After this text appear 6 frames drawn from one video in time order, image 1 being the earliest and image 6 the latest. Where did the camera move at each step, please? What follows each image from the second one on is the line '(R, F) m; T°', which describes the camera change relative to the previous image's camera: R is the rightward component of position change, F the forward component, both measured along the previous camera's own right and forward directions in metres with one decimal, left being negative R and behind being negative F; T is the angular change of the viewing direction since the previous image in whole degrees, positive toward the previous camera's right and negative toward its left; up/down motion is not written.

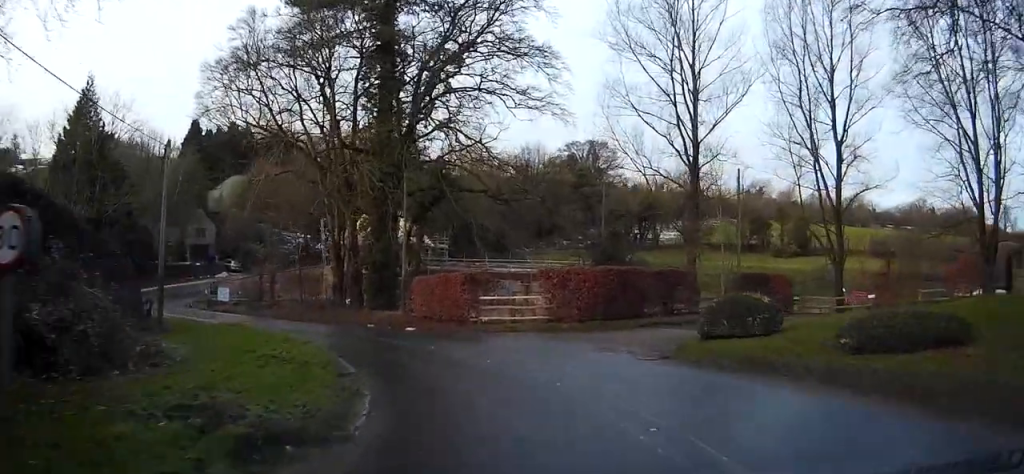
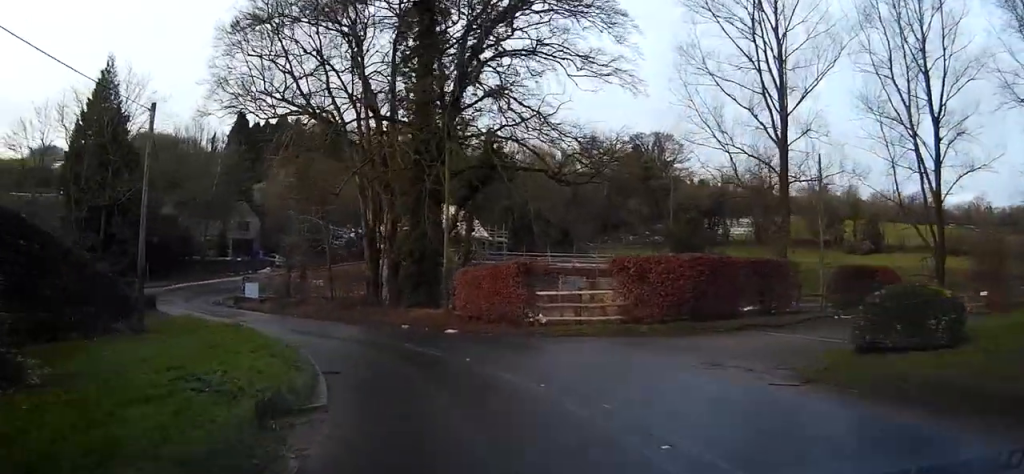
(-0.4, +5.6) m; -7°
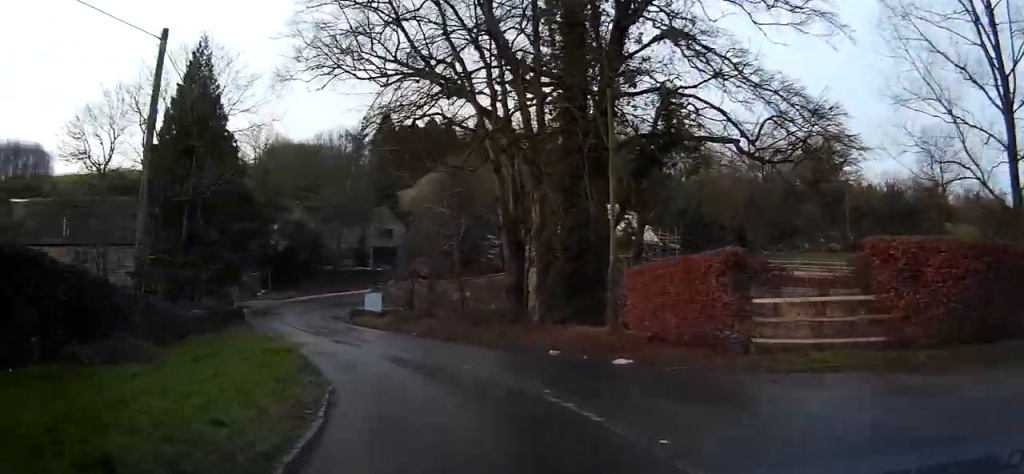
(-0.7, +8.2) m; -10°
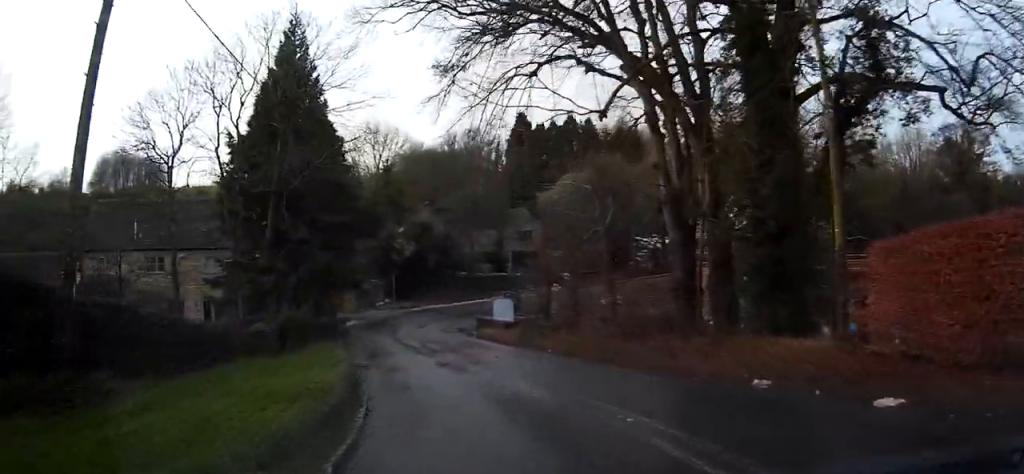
(-0.5, +6.7) m; -8°
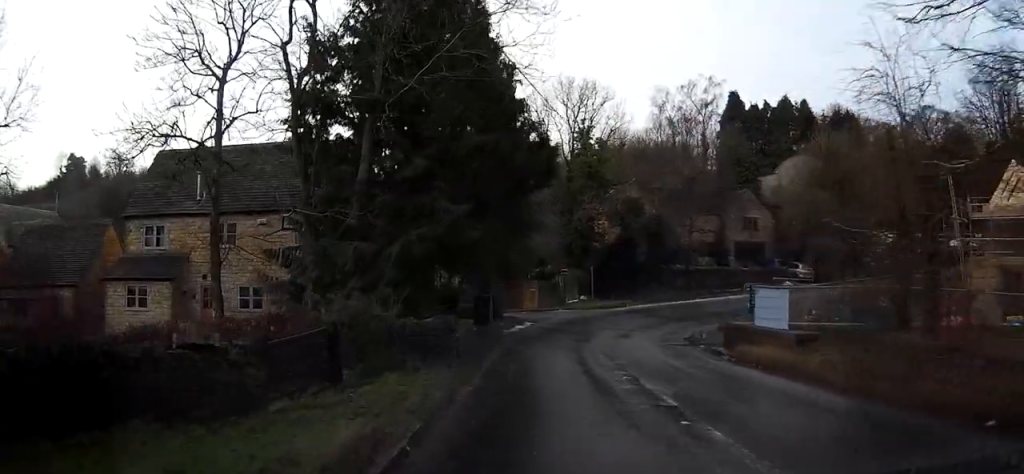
(-1.7, +14.0) m; -11°
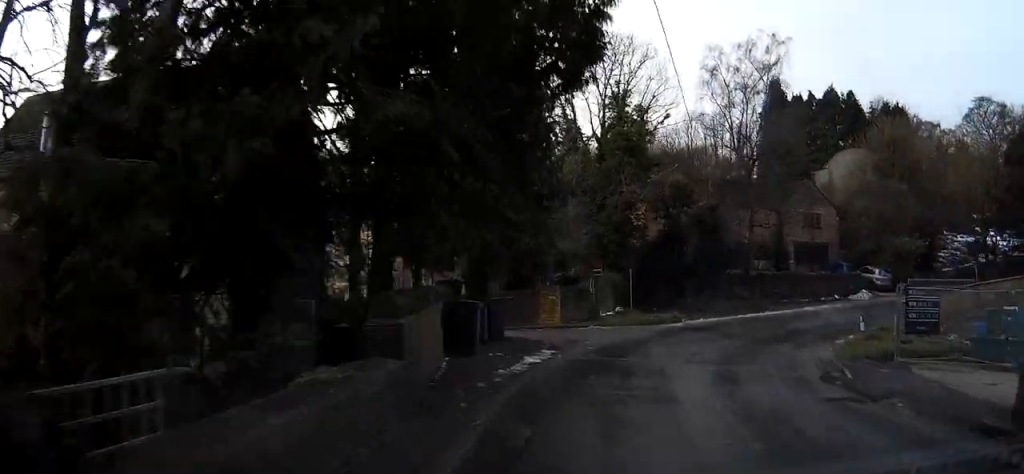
(-0.3, +11.6) m; +1°
